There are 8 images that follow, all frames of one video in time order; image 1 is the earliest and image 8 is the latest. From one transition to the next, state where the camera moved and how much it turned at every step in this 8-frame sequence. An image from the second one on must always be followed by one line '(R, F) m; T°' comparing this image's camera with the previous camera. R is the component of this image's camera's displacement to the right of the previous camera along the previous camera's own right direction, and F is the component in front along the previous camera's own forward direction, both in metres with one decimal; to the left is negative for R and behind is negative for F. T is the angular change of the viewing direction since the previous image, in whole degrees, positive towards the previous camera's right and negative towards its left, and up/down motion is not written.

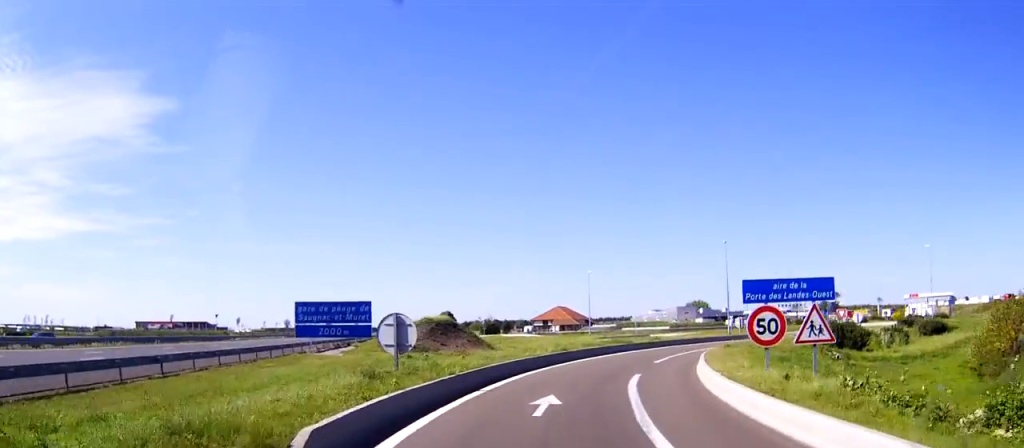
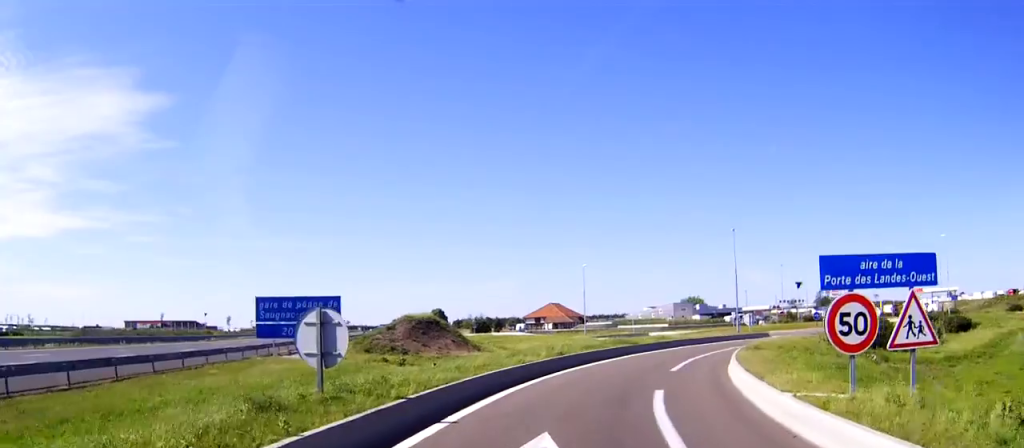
(0.0, +6.8) m; 0°
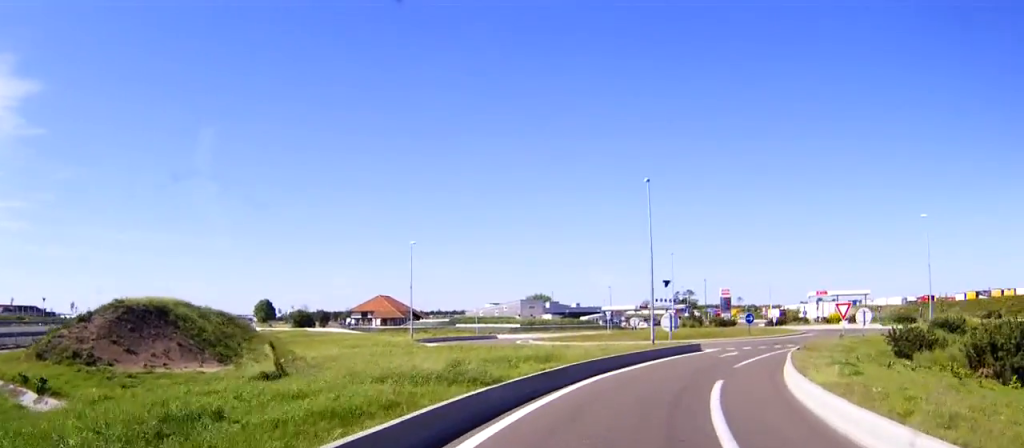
(+0.8, +27.4) m; +8°
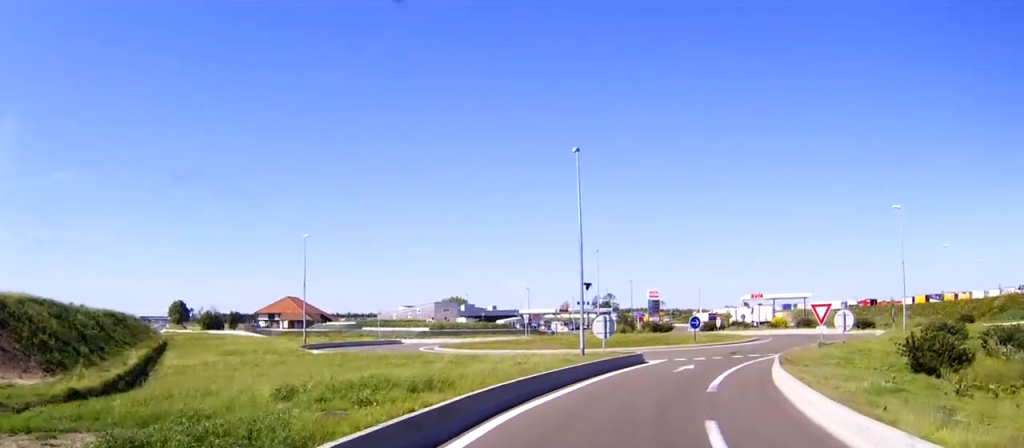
(+0.5, +8.7) m; +8°
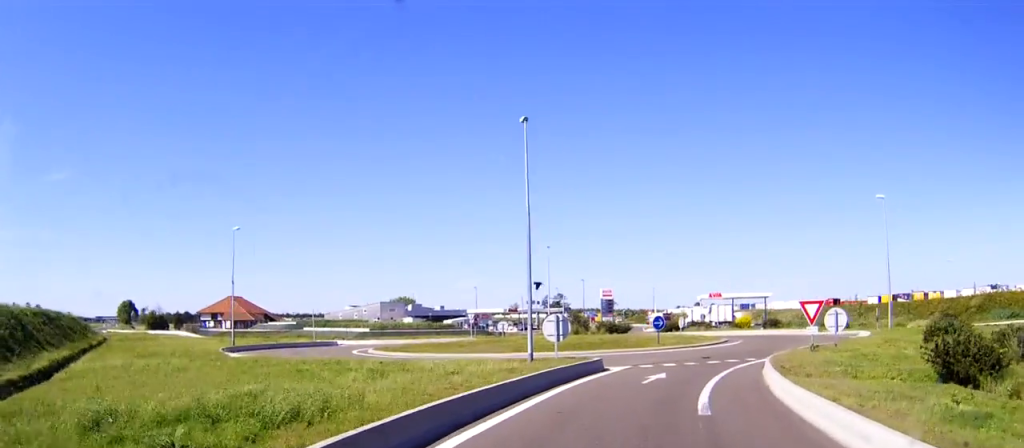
(-0.3, +5.1) m; +7°
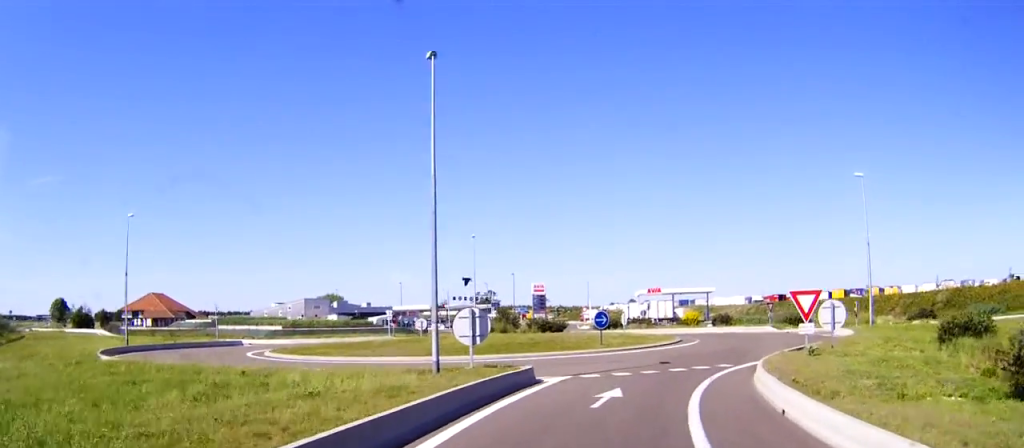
(+1.2, +6.7) m; +9°
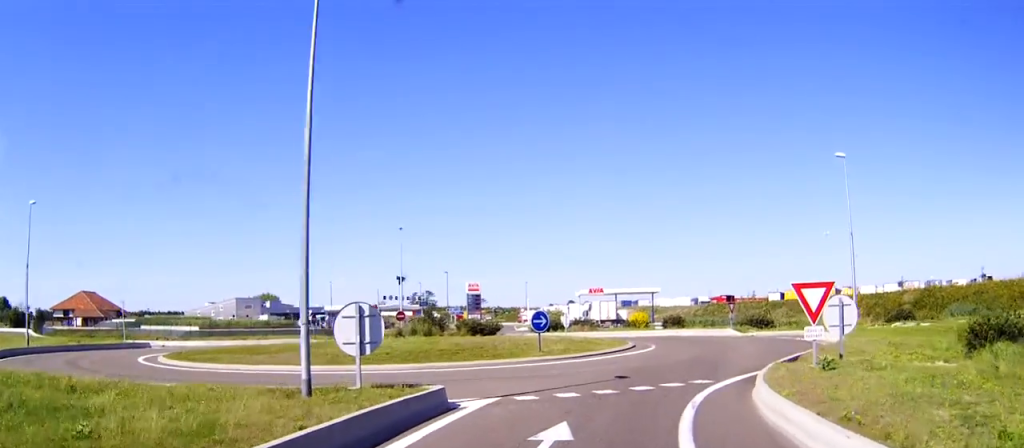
(+0.2, +5.9) m; +2°
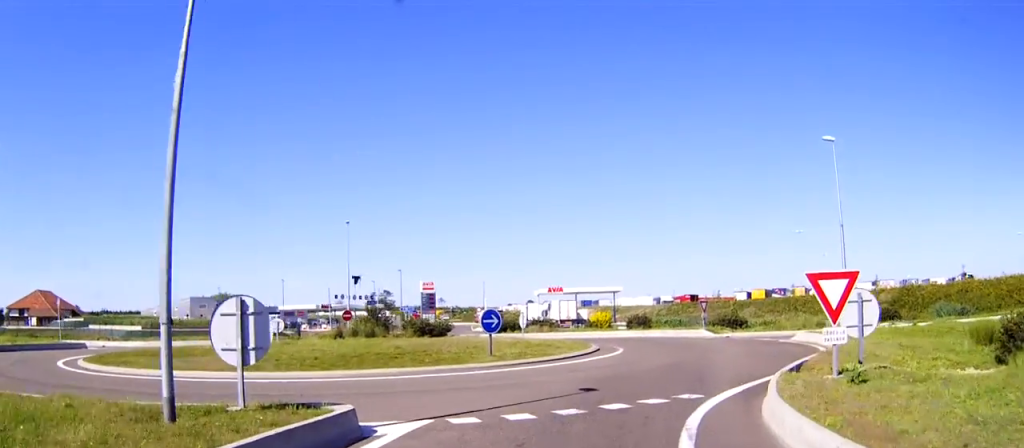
(0.0, +4.0) m; 0°
